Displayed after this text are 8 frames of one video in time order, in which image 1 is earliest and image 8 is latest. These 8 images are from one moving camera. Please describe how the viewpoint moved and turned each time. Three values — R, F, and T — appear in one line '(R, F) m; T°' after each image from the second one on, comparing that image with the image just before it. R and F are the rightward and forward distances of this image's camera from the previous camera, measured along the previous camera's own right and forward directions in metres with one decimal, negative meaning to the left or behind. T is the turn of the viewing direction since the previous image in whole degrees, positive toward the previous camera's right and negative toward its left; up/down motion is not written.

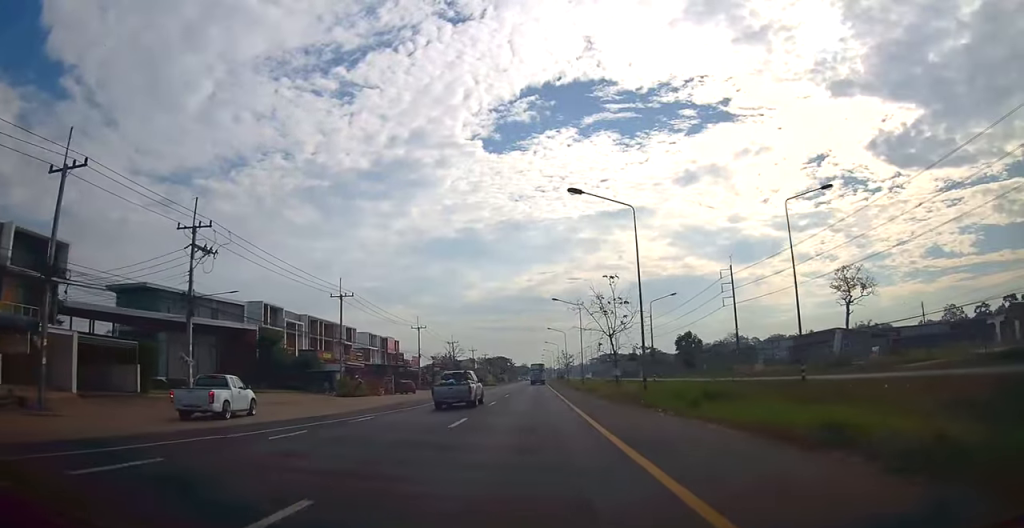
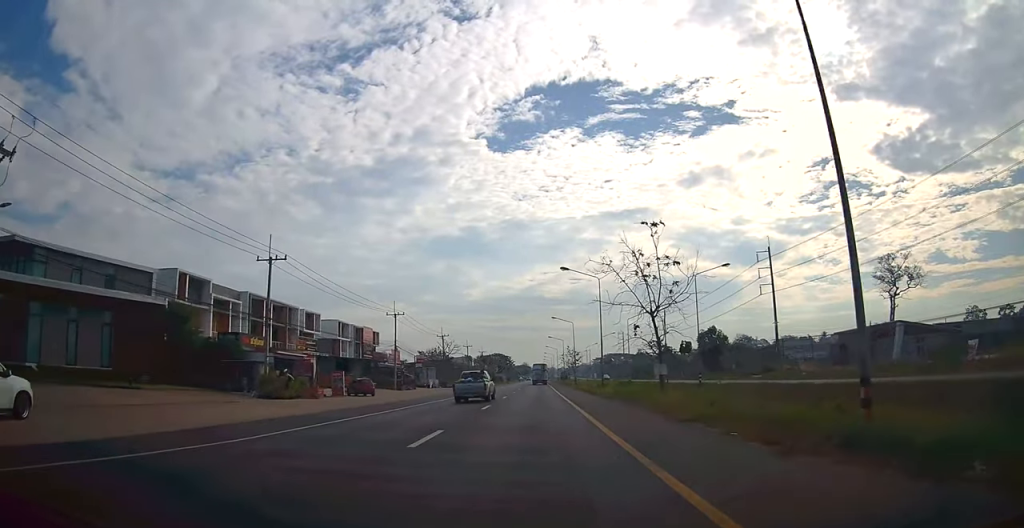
(-0.1, +16.7) m; 0°
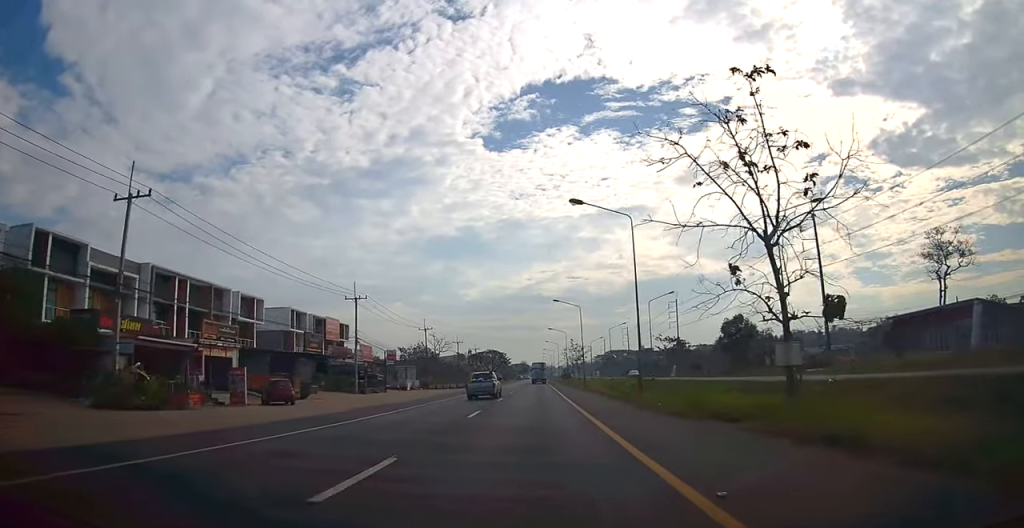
(0.0, +16.3) m; -1°
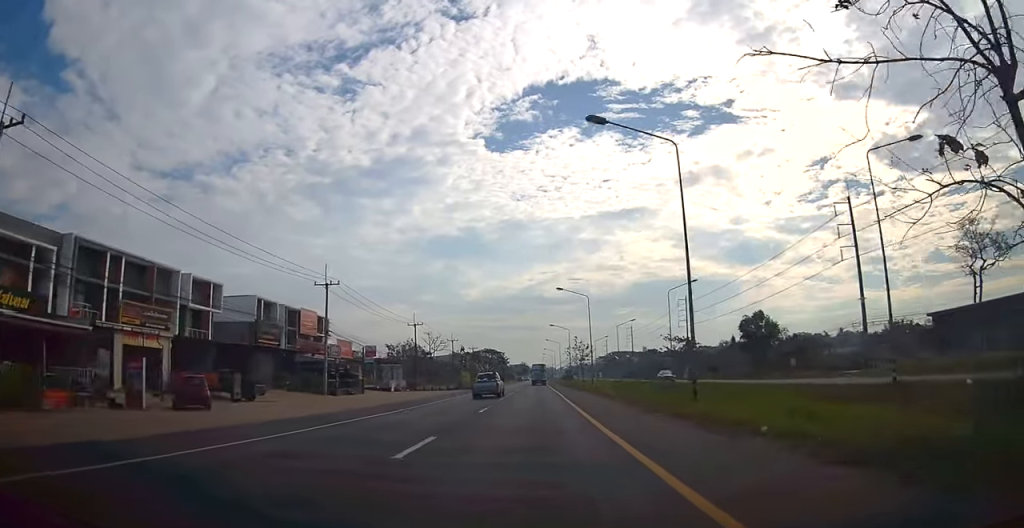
(-0.1, +9.1) m; +1°
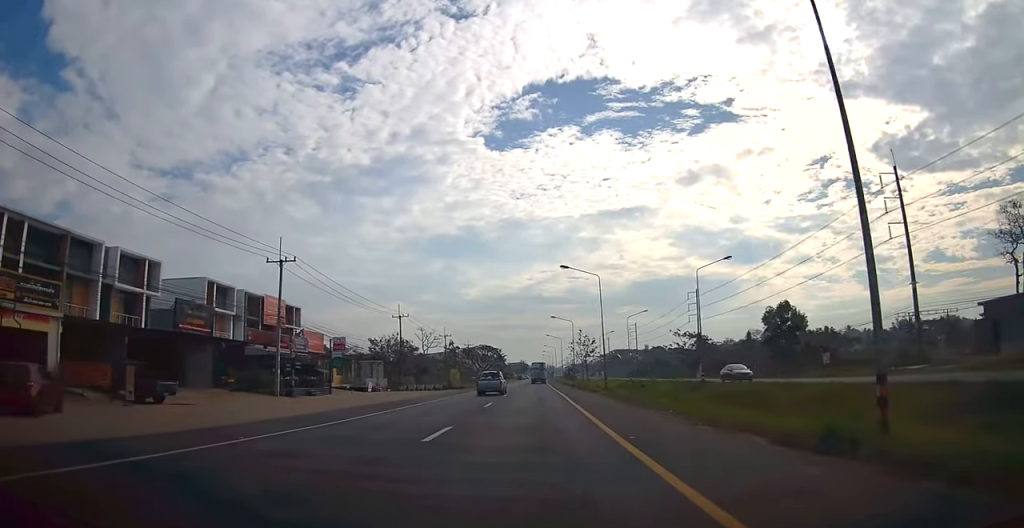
(-0.3, +10.0) m; +1°
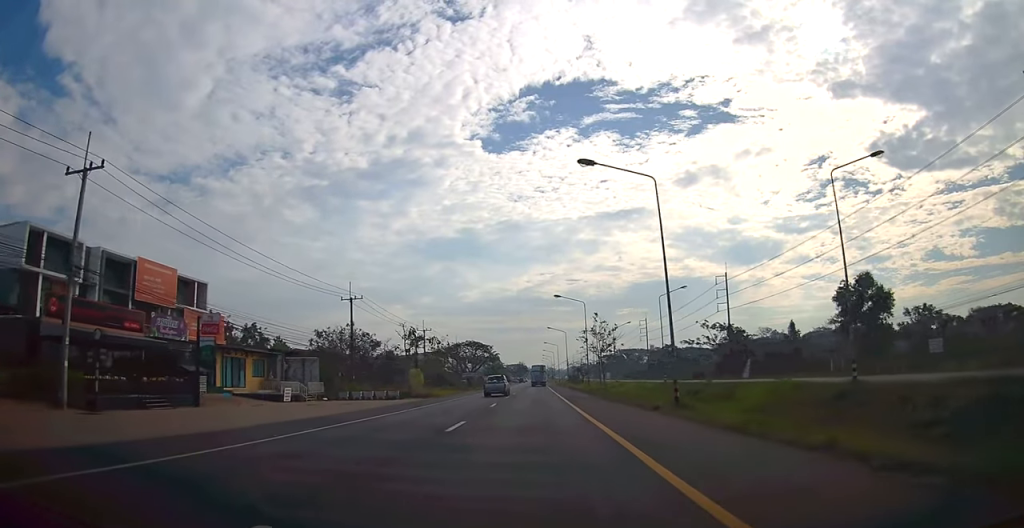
(+0.8, +21.8) m; +1°
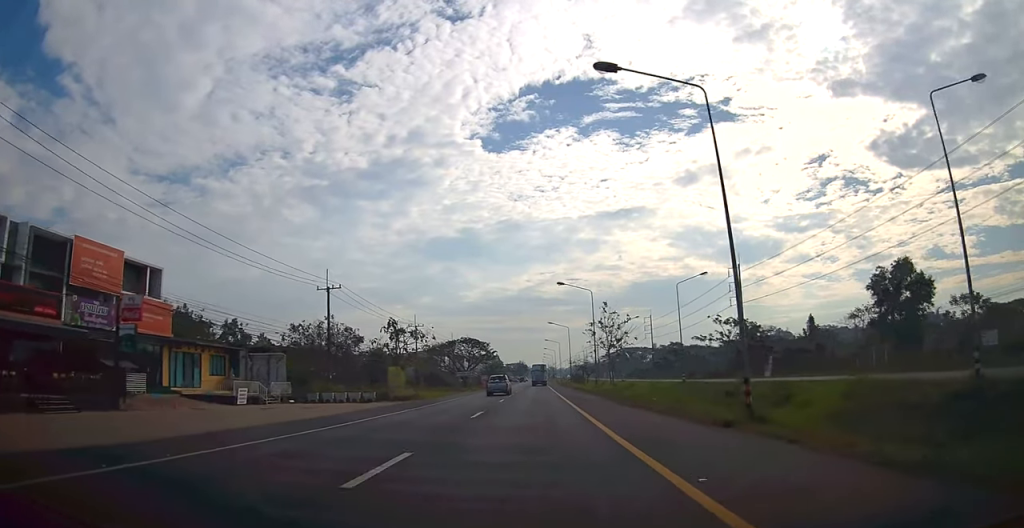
(-0.2, +7.2) m; -1°
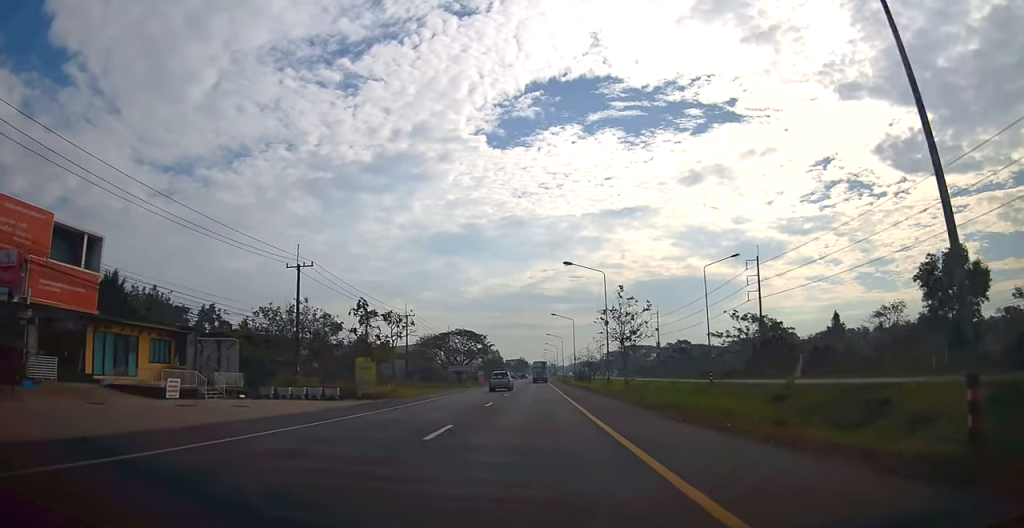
(-0.1, +7.8) m; 0°
